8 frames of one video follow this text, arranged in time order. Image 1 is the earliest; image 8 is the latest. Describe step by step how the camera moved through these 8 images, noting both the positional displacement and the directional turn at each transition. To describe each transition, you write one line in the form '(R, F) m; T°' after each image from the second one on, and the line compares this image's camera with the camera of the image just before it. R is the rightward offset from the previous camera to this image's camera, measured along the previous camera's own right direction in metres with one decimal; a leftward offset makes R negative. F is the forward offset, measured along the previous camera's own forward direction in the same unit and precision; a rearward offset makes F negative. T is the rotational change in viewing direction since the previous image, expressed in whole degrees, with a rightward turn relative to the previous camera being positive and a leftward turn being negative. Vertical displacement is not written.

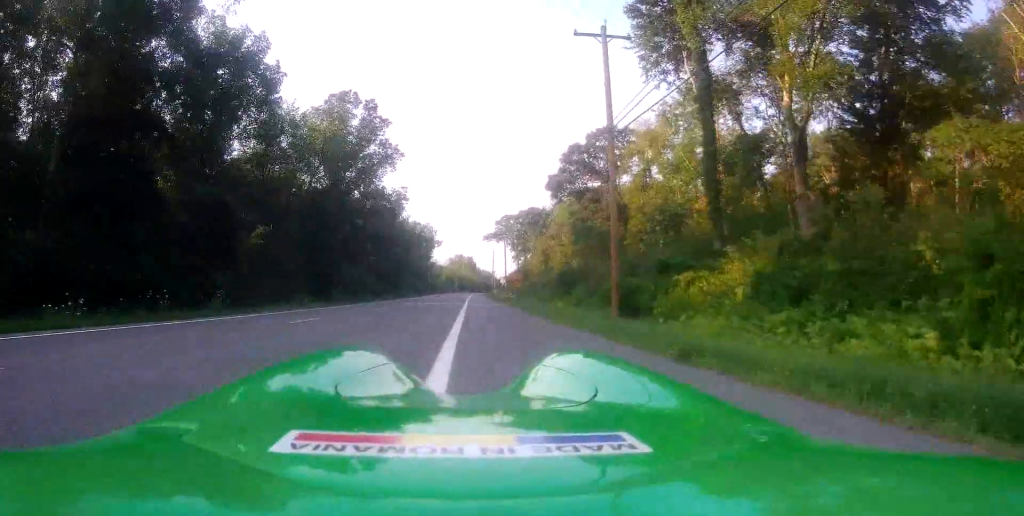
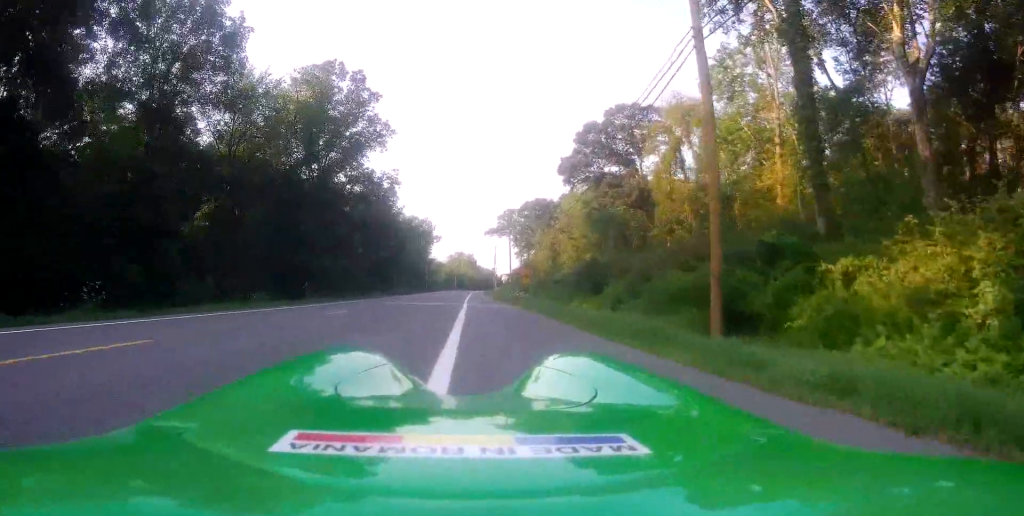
(-0.2, +9.3) m; 0°
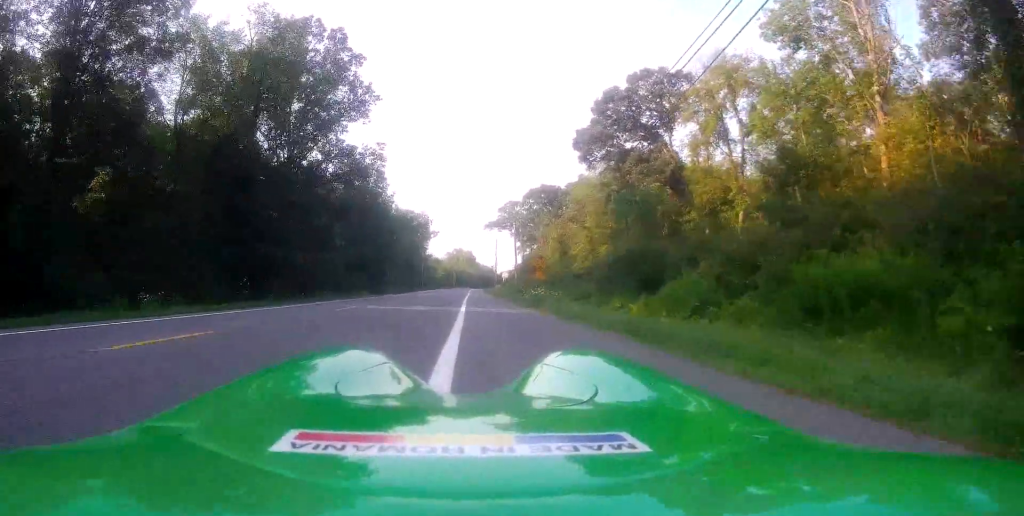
(+0.2, +10.2) m; +3°
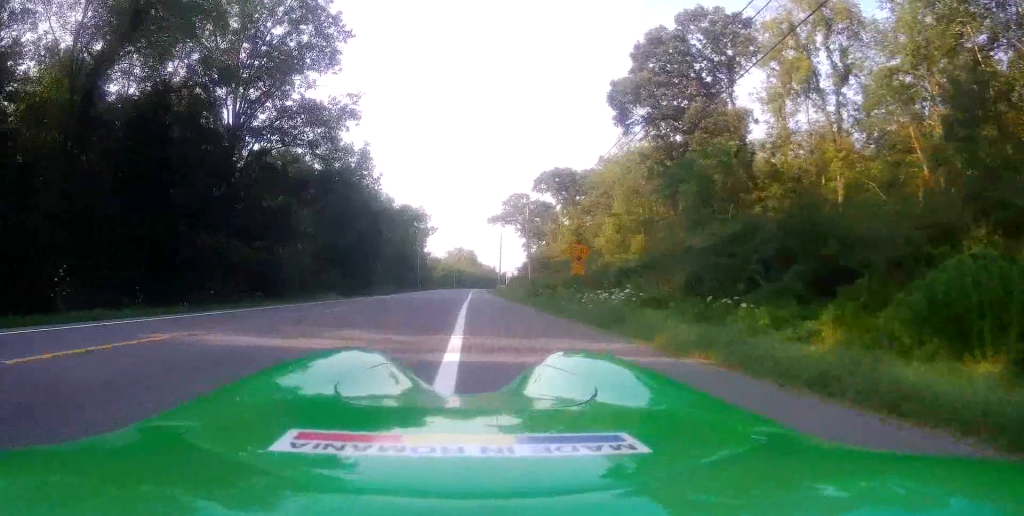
(+0.3, +13.7) m; 0°
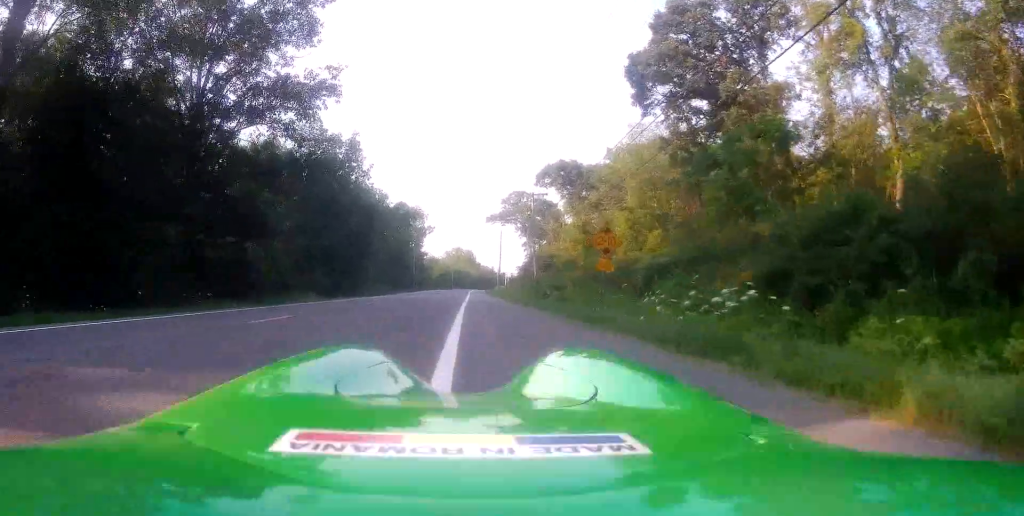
(-0.1, +5.4) m; -2°
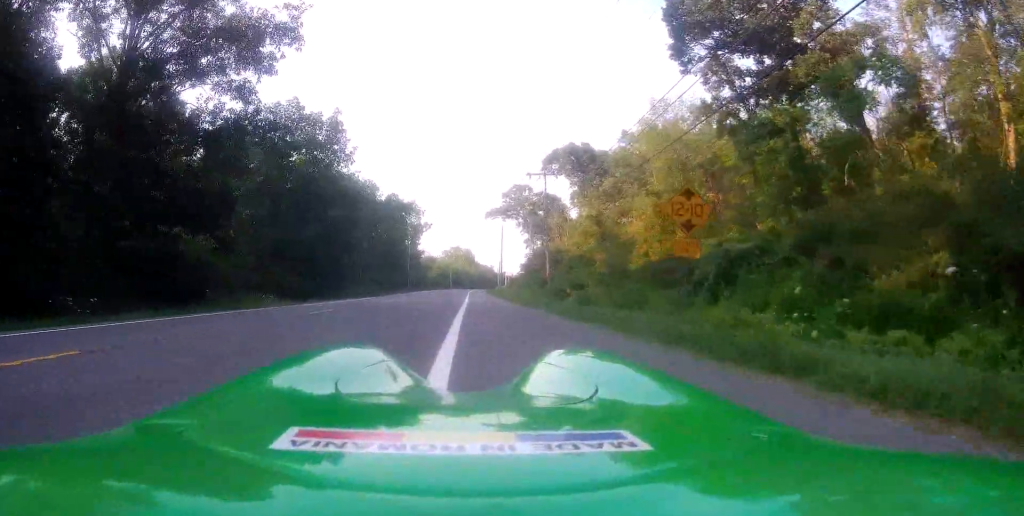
(-0.2, +8.2) m; -2°
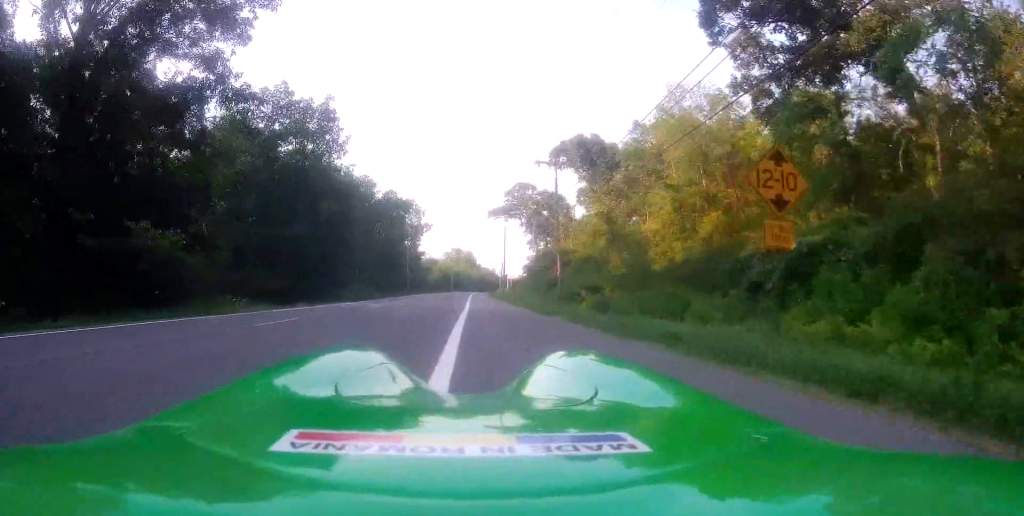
(-0.1, +3.9) m; -1°
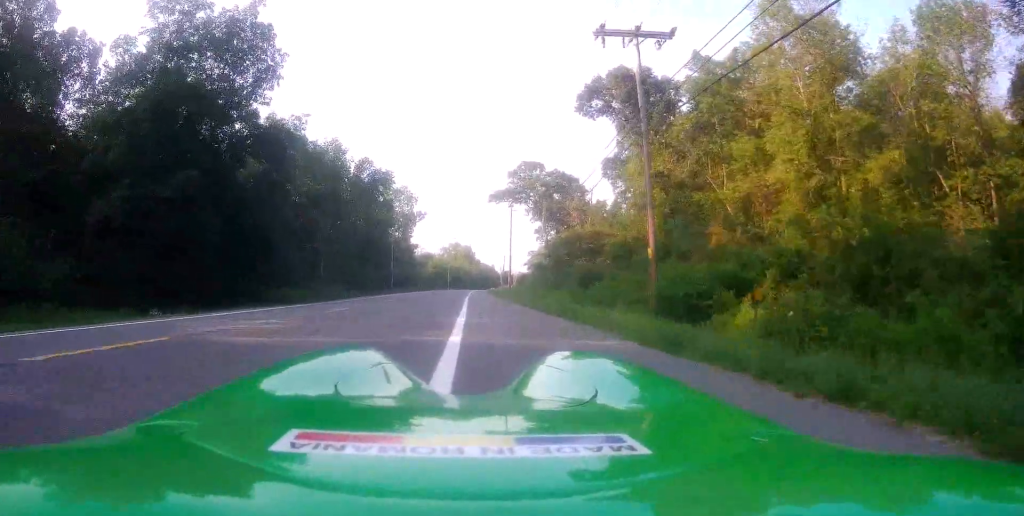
(+0.3, +18.3) m; +2°
